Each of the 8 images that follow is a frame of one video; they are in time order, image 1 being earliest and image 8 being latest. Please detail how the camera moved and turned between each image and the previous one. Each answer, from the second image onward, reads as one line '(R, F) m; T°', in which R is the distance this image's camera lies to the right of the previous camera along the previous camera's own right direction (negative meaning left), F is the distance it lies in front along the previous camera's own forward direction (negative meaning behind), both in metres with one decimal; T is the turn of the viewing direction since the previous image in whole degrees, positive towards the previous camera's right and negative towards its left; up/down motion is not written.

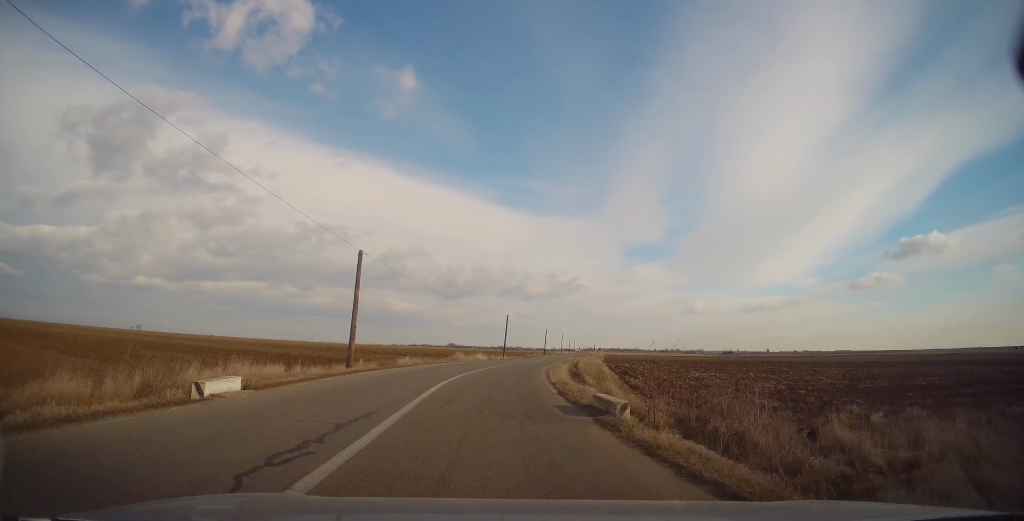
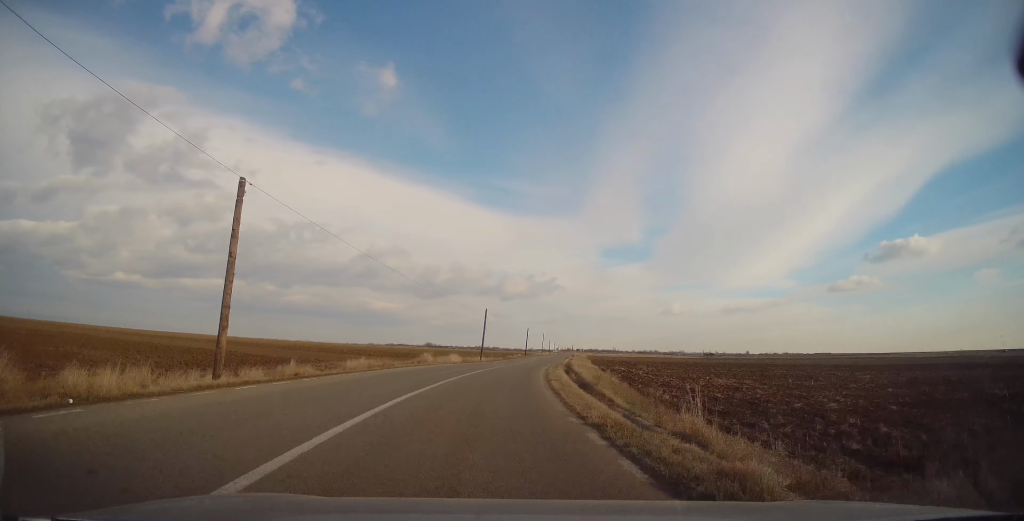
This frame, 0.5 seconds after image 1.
(+0.2, +10.6) m; +2°
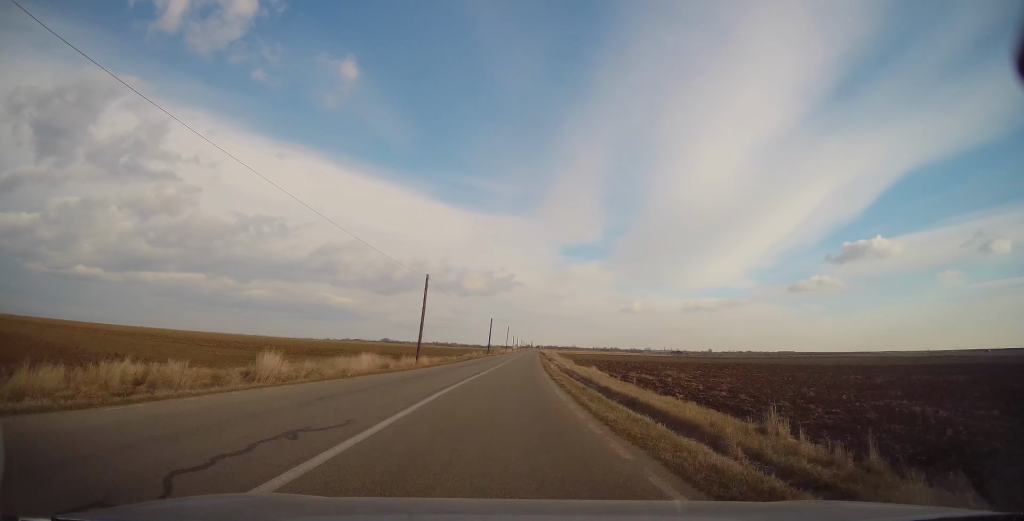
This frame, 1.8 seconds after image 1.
(+1.3, +25.9) m; +5°
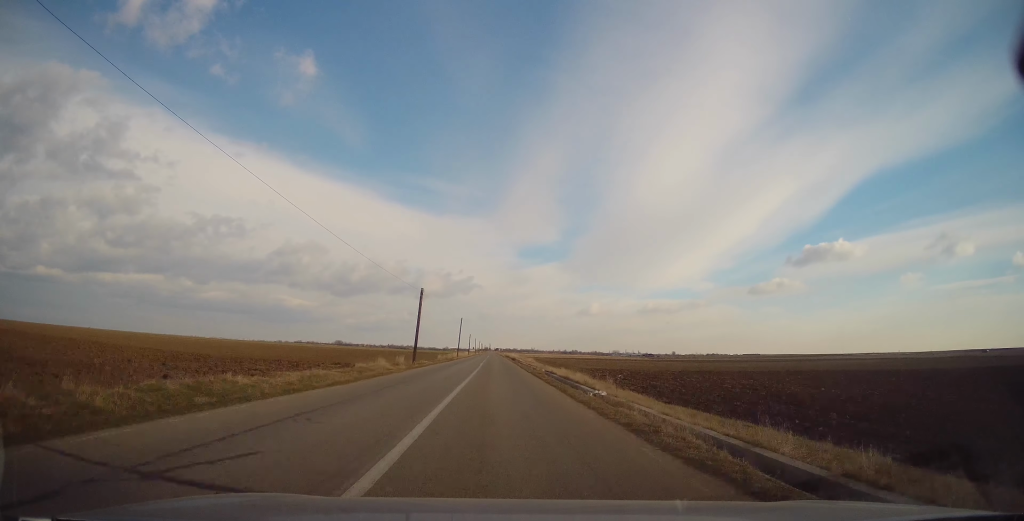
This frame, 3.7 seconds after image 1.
(+1.2, +43.4) m; +3°
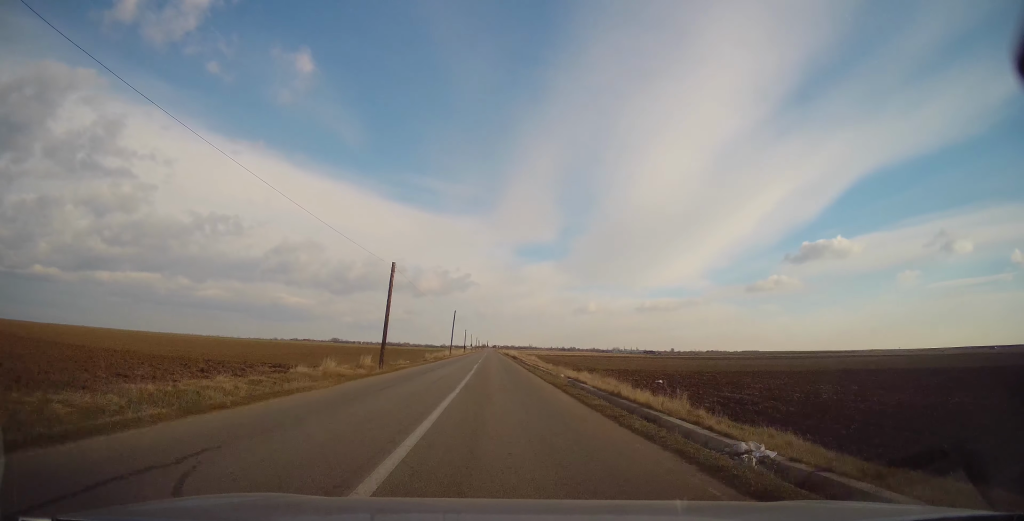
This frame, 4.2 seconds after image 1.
(+0.1, +11.2) m; +1°
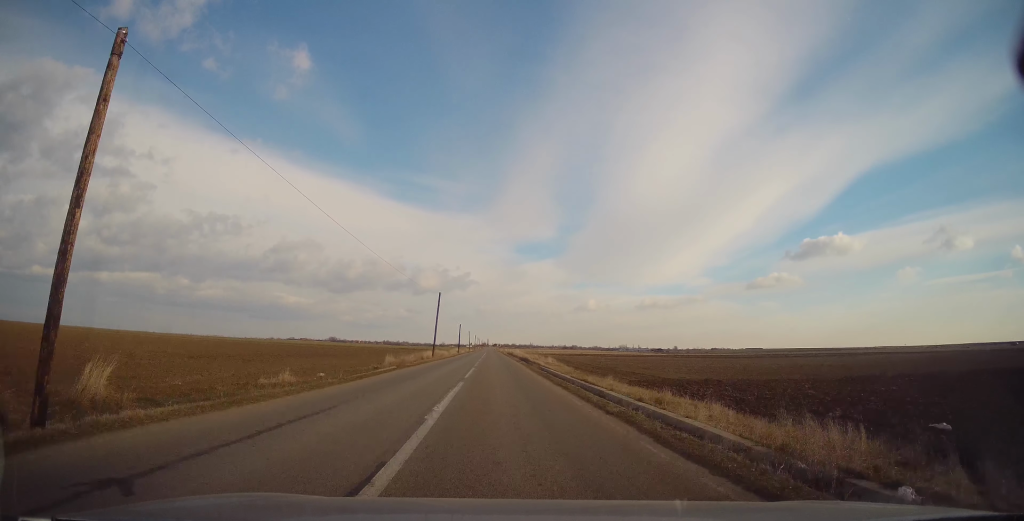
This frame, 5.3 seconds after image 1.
(+0.3, +24.8) m; +1°
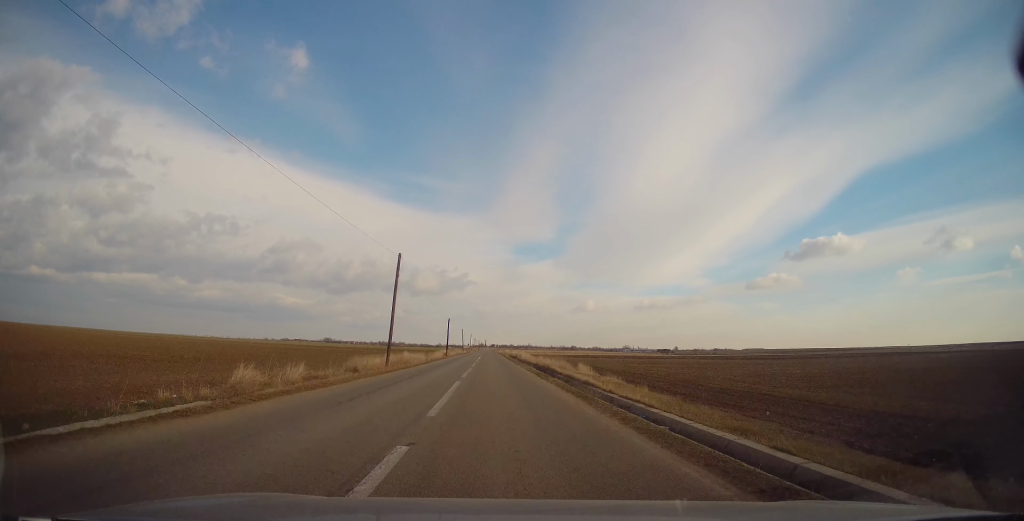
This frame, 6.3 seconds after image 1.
(+0.2, +24.2) m; 0°
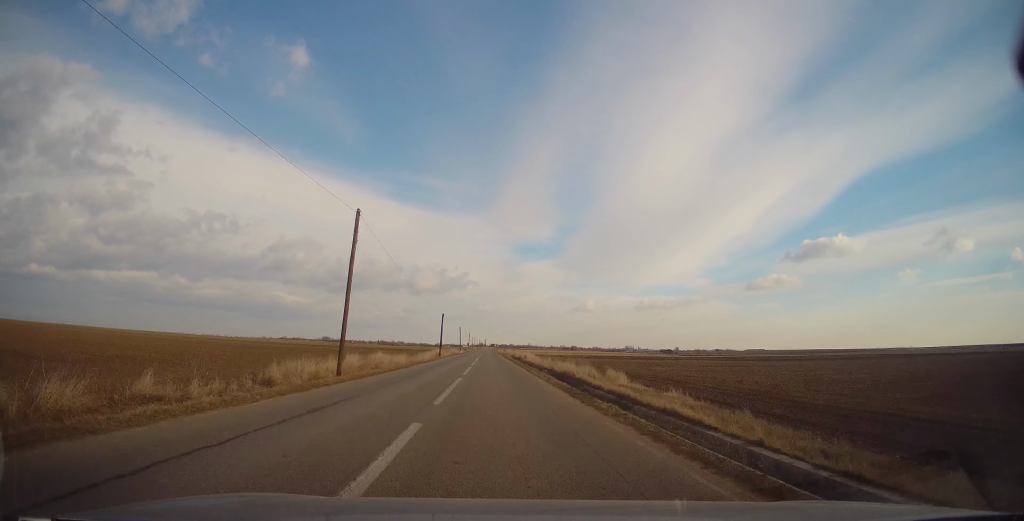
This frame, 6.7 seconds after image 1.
(0.0, +10.2) m; 0°
